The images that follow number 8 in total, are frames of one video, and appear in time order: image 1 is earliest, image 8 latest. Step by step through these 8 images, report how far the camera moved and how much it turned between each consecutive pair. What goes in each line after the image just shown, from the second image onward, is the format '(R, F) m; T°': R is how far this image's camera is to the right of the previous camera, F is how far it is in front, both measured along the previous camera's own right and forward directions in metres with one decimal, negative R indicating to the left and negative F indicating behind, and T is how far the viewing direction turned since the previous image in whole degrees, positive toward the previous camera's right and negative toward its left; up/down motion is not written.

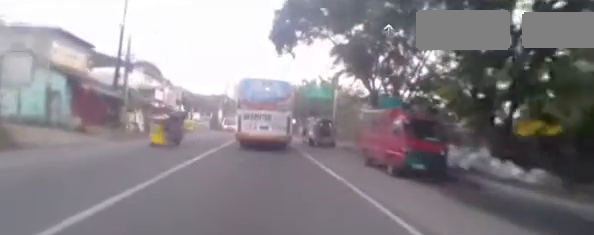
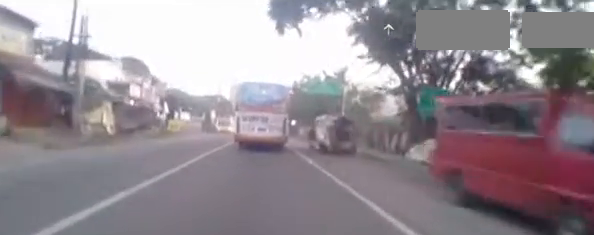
(+0.2, +6.4) m; +2°
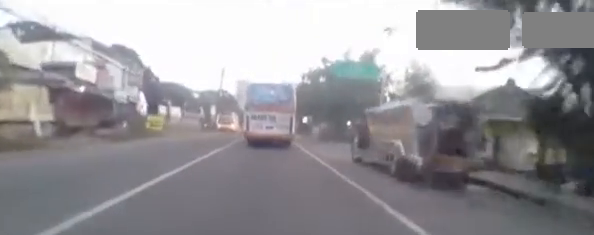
(+0.2, +9.5) m; +1°
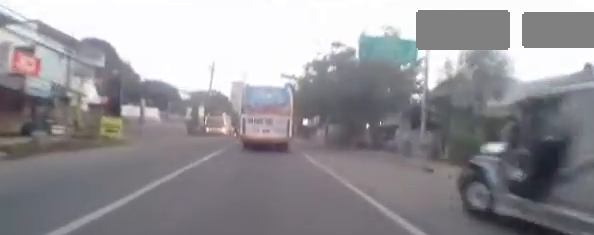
(0.0, +7.6) m; 0°
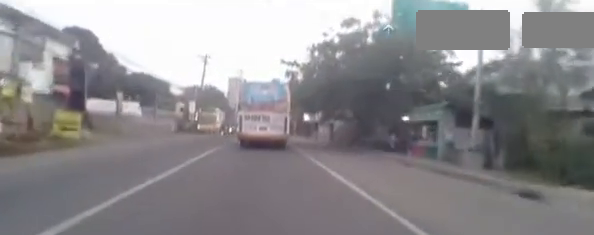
(0.0, +4.8) m; 0°
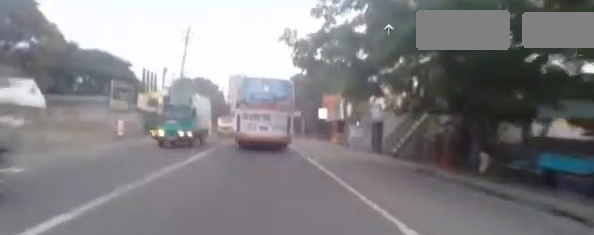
(-0.3, +14.8) m; -3°
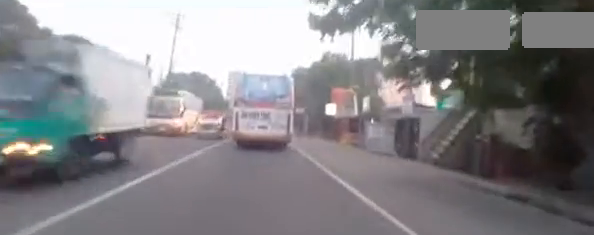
(0.0, +4.9) m; 0°
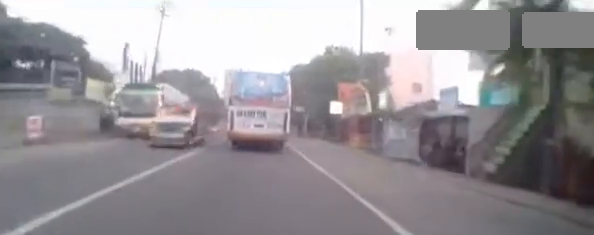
(0.0, +4.0) m; +1°
